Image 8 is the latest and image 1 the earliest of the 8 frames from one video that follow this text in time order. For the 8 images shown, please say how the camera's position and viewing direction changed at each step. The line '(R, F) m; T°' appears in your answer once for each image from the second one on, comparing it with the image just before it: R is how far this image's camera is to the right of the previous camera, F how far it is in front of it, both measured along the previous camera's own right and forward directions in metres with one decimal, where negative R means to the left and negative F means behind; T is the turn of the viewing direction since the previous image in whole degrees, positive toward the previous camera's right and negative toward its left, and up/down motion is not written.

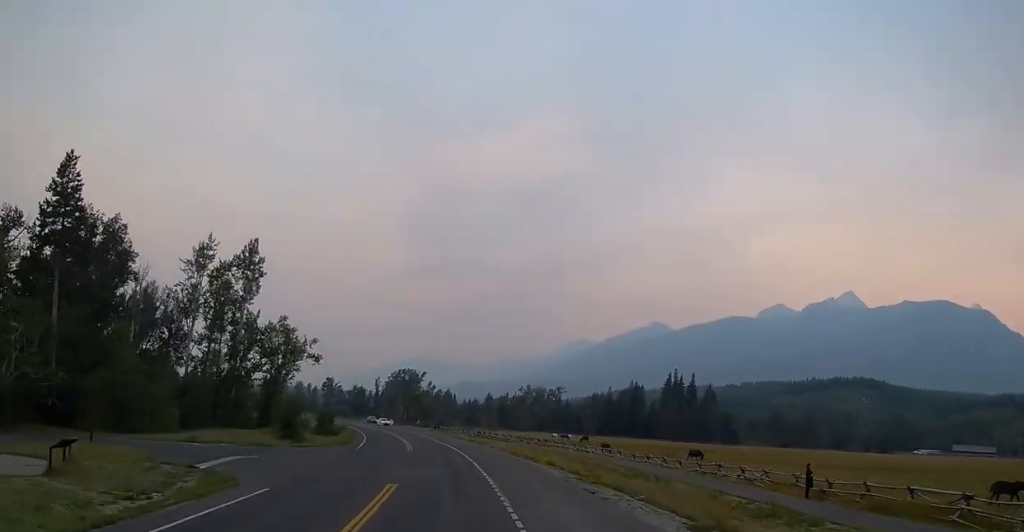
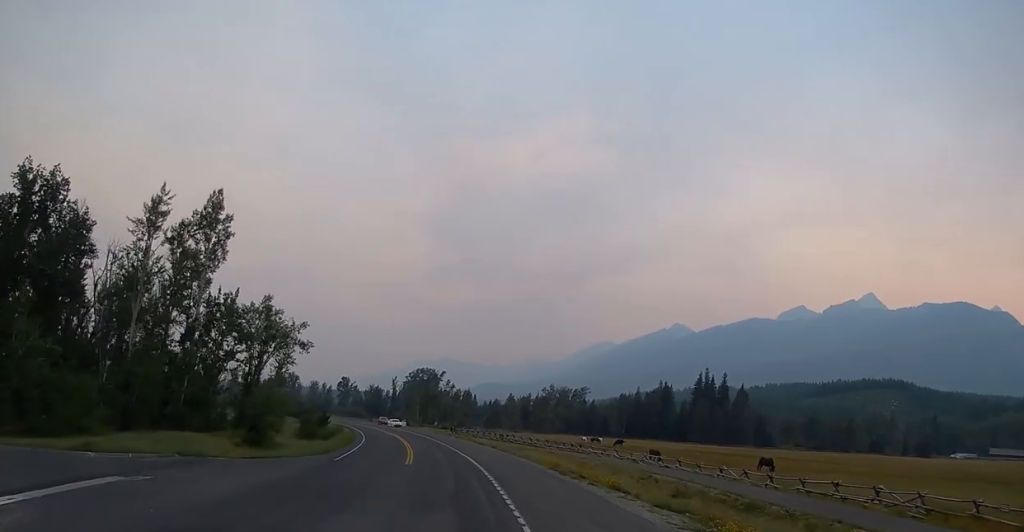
(-0.3, +14.3) m; -2°
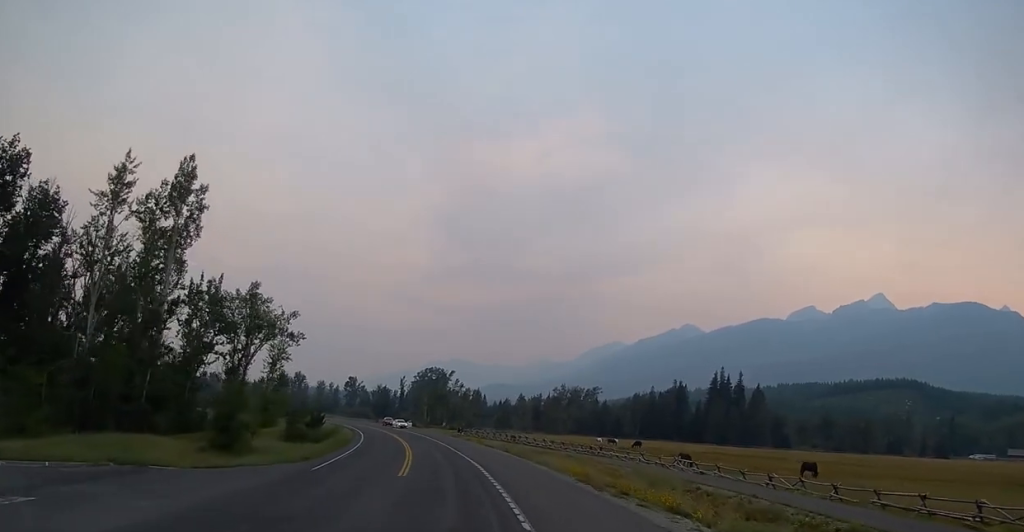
(-0.1, +7.3) m; -1°
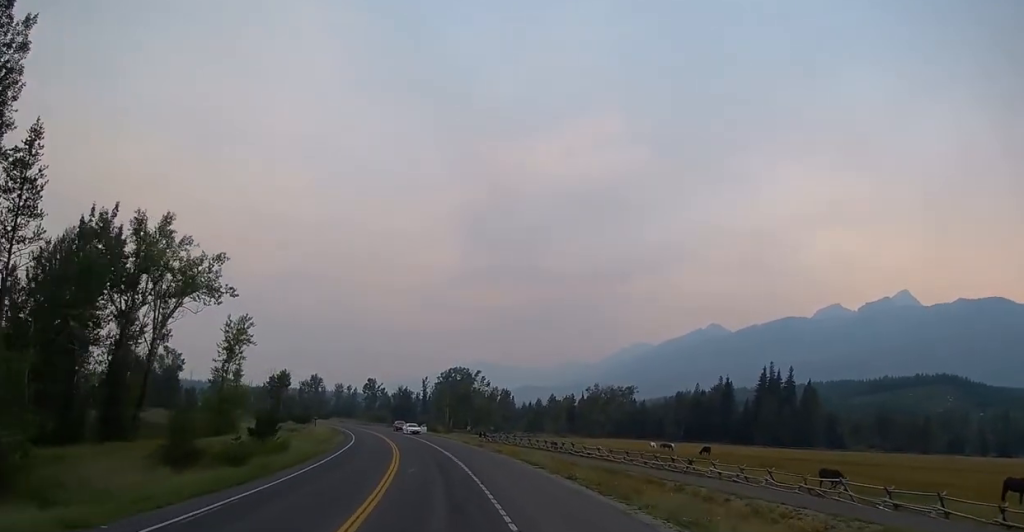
(-0.3, +22.2) m; -2°
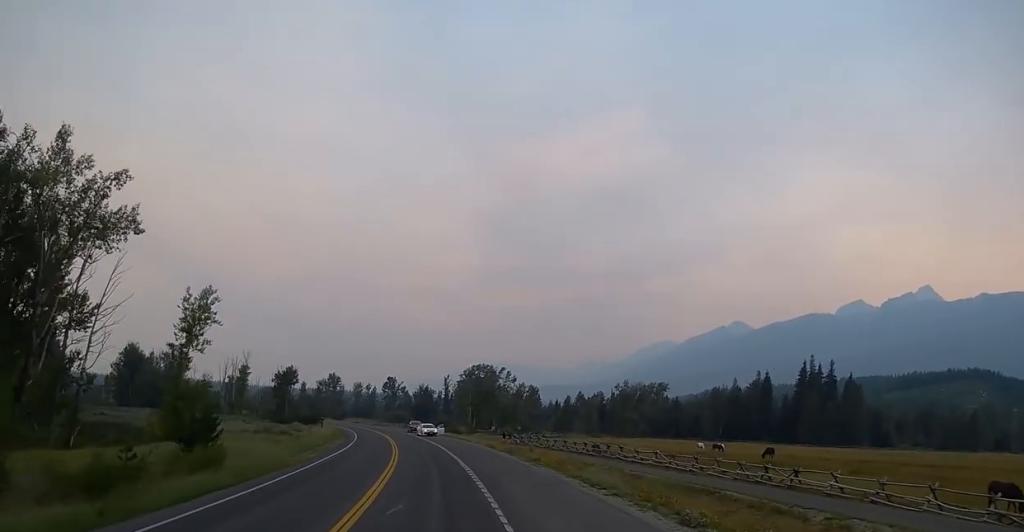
(-0.2, +12.9) m; -2°
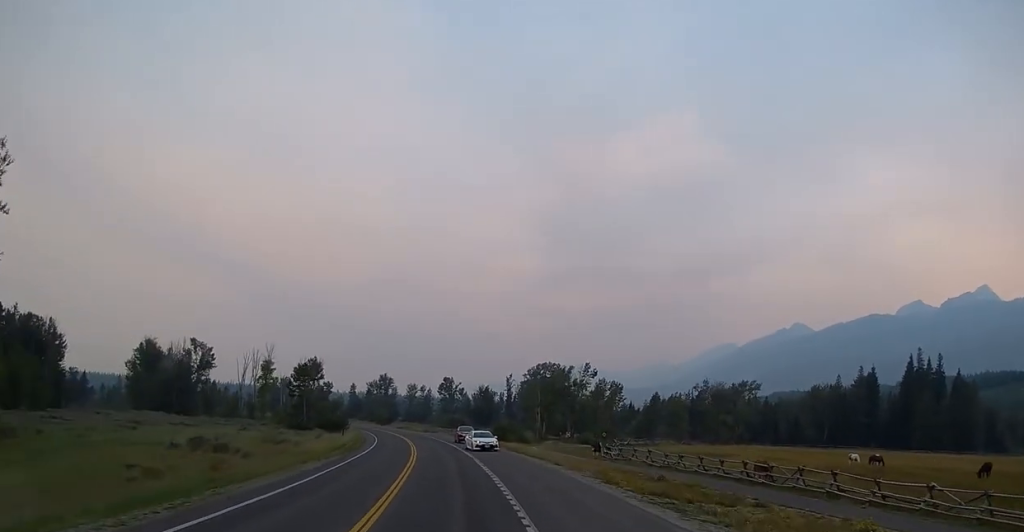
(-1.5, +29.1) m; -4°
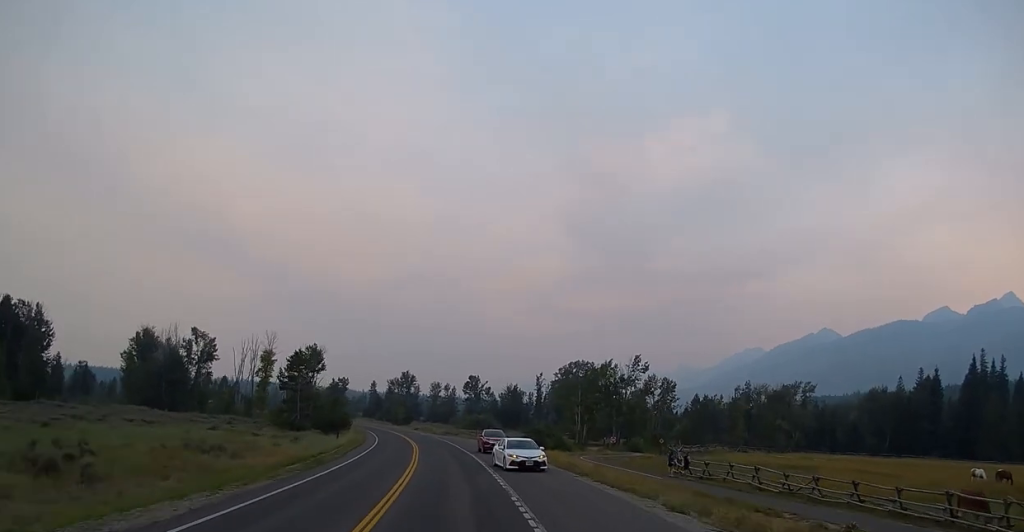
(-0.2, +18.2) m; -2°
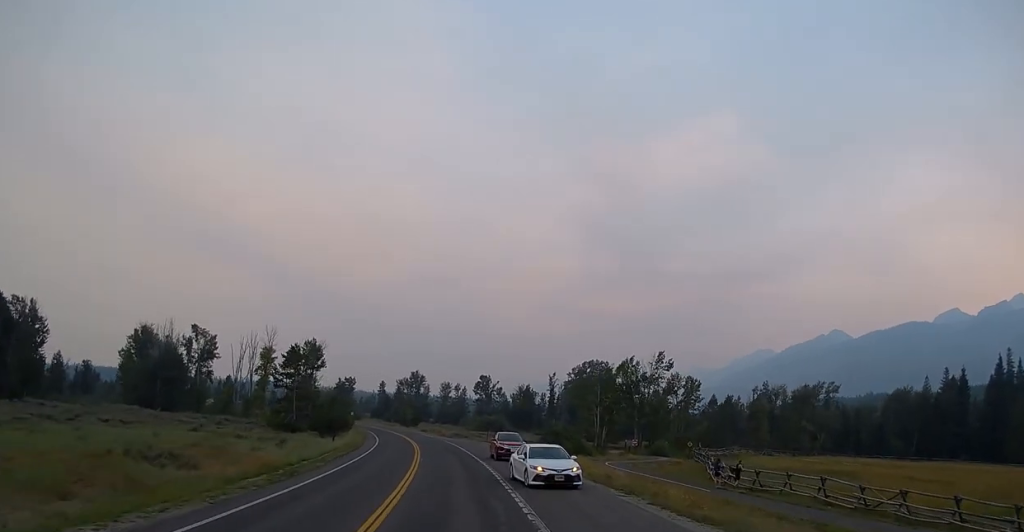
(-0.2, +7.5) m; -1°
